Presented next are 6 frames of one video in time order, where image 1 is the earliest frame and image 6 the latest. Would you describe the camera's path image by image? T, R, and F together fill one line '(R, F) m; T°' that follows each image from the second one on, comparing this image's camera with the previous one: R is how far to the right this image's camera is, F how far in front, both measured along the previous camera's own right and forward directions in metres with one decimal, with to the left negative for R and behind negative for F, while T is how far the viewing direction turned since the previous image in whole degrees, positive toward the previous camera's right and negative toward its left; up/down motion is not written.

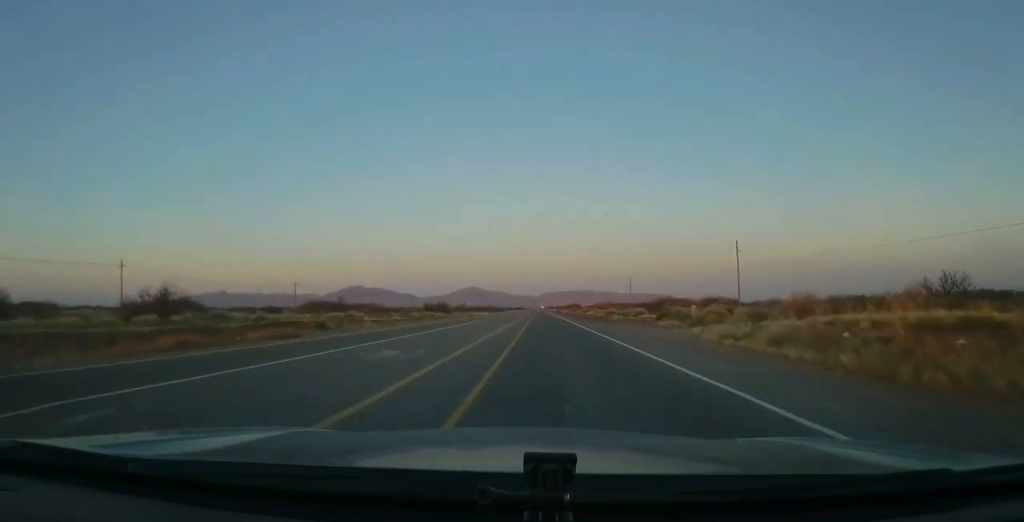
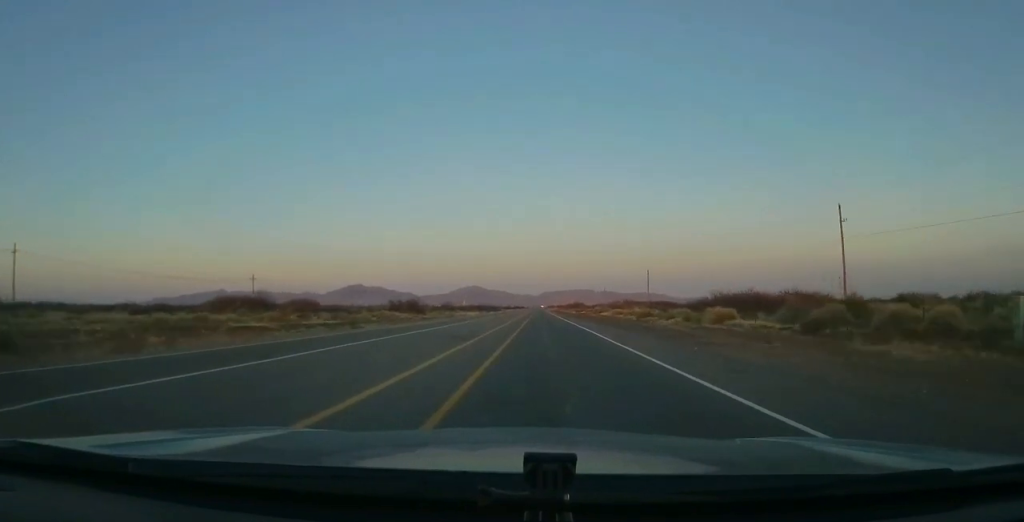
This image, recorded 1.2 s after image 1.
(-0.1, +30.9) m; 0°
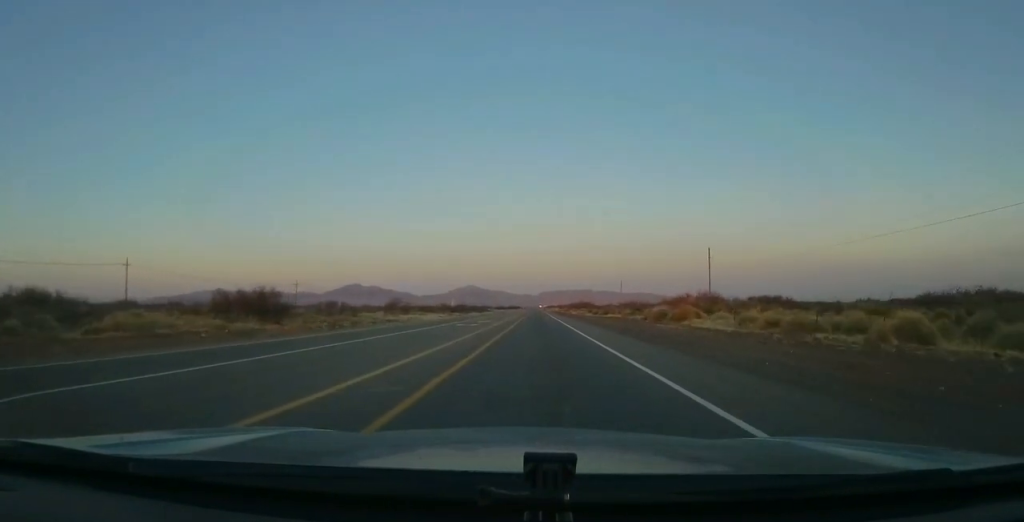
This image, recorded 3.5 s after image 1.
(+0.9, +57.7) m; +1°
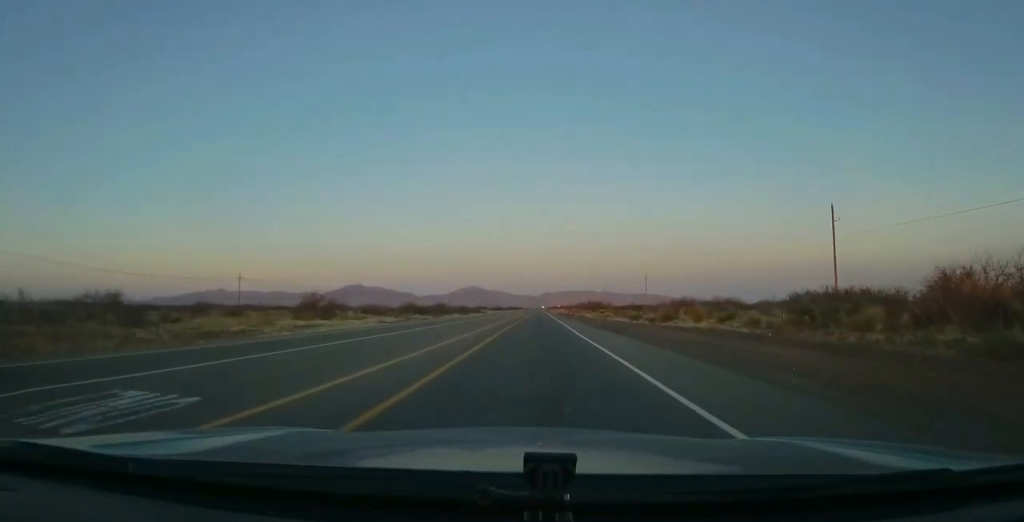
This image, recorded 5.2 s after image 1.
(+0.1, +41.7) m; 0°
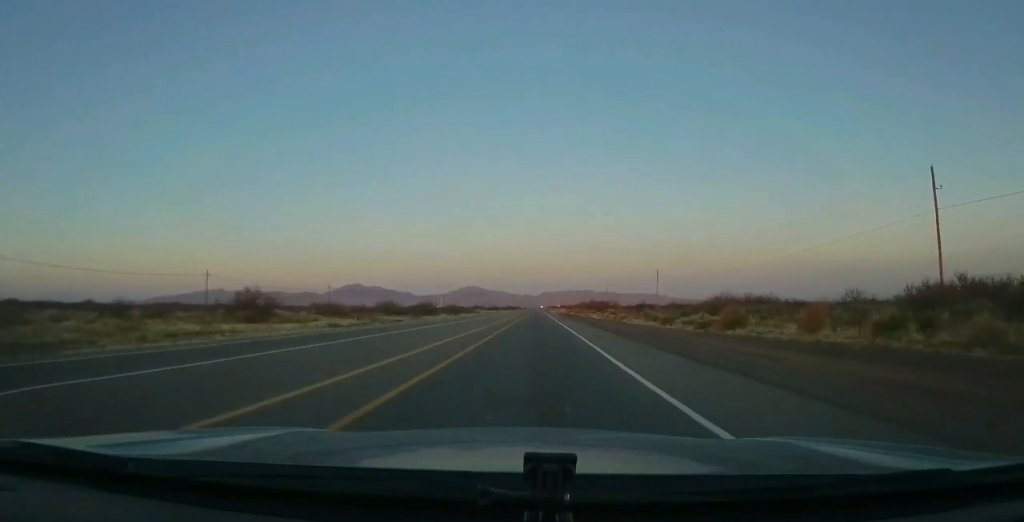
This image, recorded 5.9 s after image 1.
(-0.3, +16.7) m; -1°
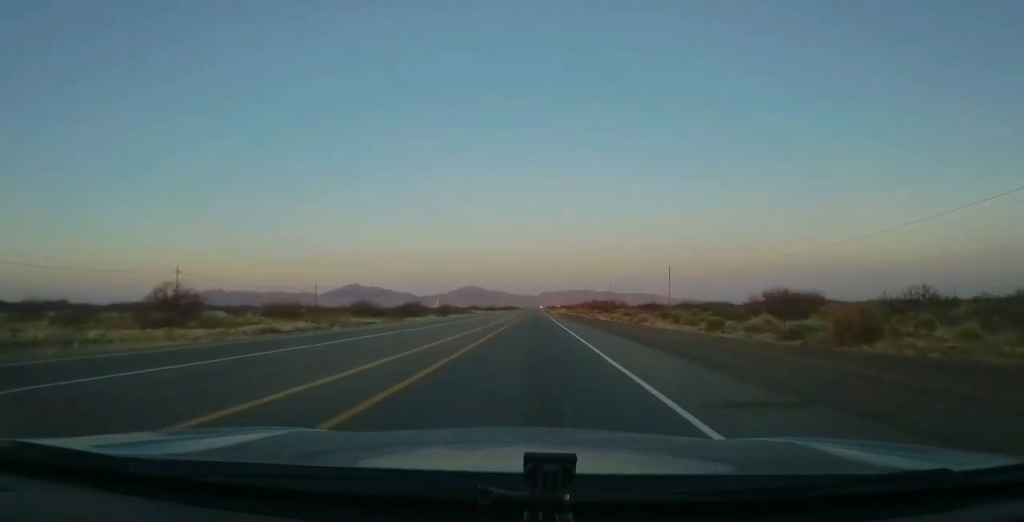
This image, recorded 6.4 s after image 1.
(0.0, +13.4) m; 0°
